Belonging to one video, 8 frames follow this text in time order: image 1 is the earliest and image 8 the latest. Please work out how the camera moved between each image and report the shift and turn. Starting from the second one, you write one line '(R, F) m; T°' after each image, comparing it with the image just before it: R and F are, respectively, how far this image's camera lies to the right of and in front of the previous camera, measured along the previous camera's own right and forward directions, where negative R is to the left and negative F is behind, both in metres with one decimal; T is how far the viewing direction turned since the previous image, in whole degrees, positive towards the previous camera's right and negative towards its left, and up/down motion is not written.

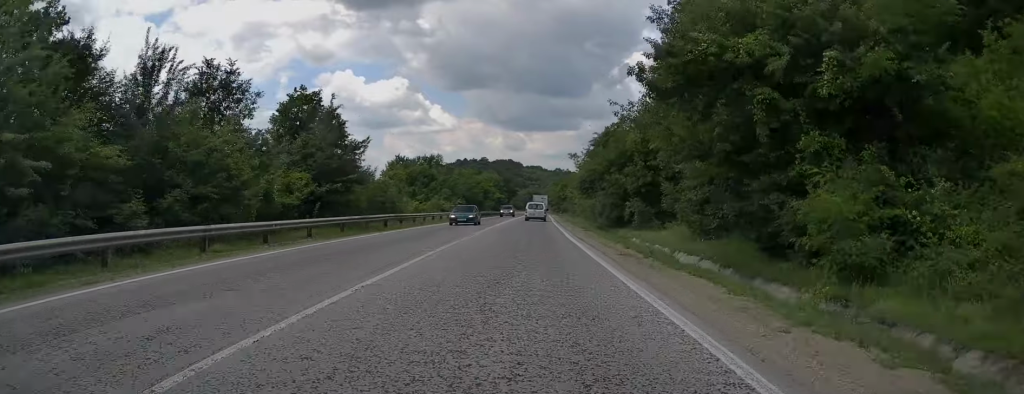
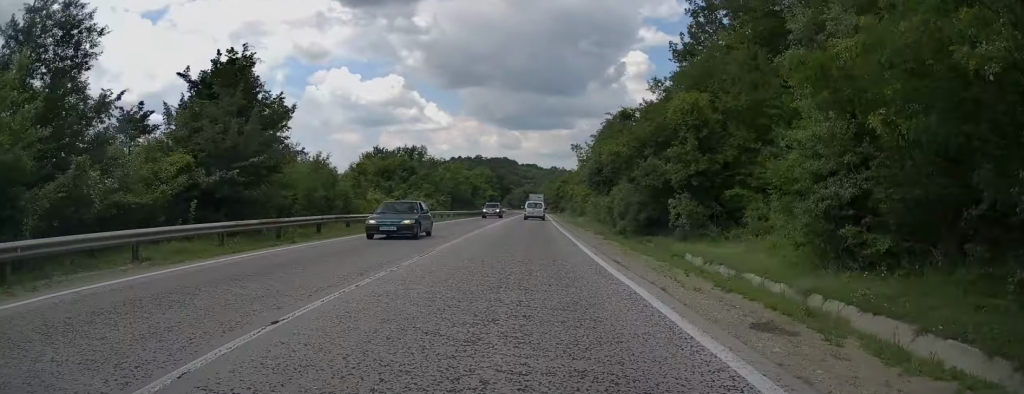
(-0.1, +10.3) m; +1°
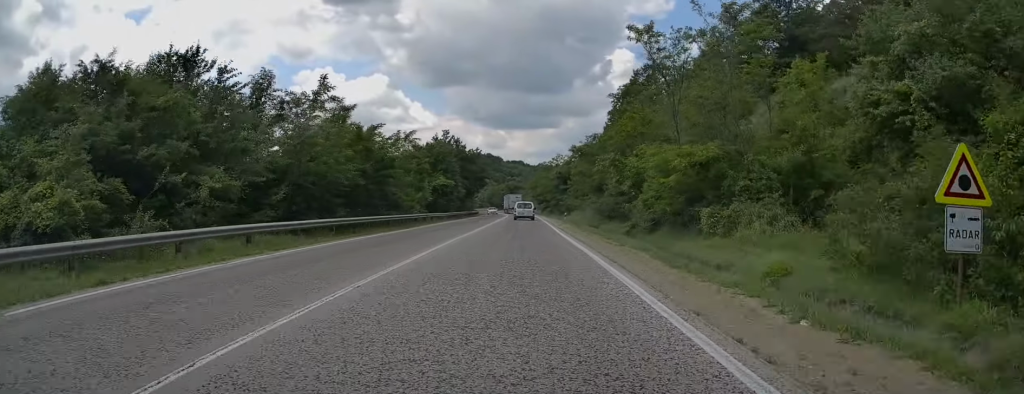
(-0.1, +47.3) m; 0°
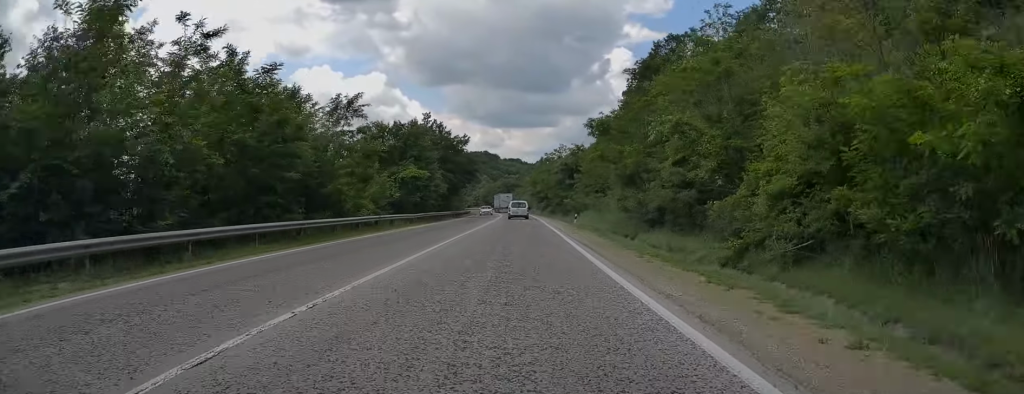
(+0.3, +14.9) m; +1°
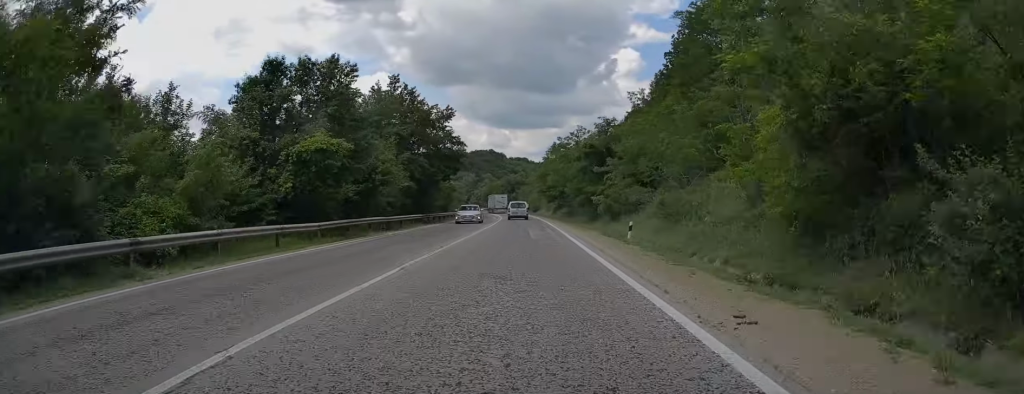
(+0.1, +21.7) m; 0°
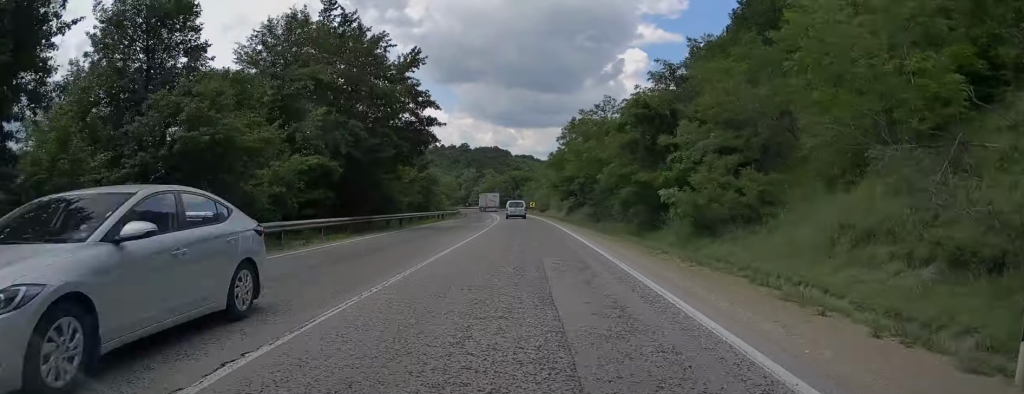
(0.0, +19.6) m; -1°
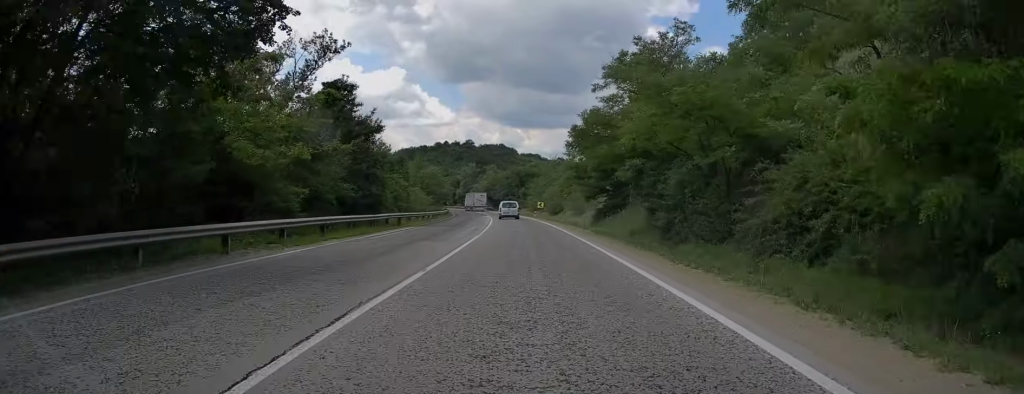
(-0.3, +22.7) m; -1°
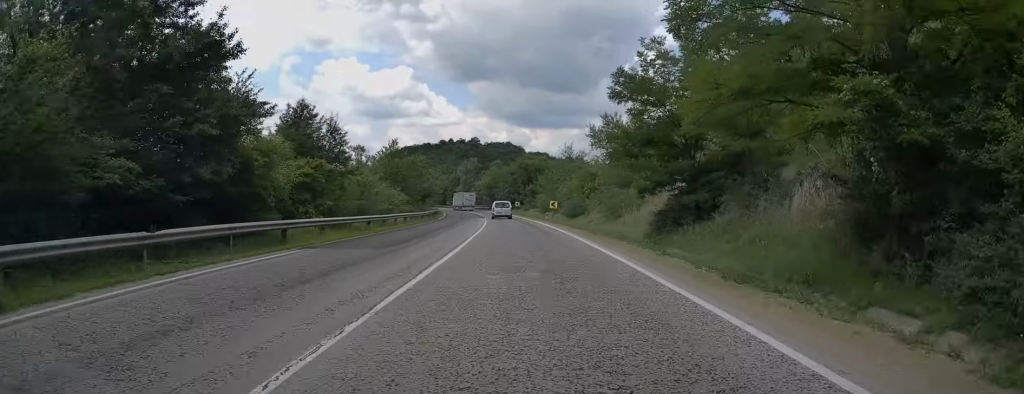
(-0.2, +19.0) m; -1°
